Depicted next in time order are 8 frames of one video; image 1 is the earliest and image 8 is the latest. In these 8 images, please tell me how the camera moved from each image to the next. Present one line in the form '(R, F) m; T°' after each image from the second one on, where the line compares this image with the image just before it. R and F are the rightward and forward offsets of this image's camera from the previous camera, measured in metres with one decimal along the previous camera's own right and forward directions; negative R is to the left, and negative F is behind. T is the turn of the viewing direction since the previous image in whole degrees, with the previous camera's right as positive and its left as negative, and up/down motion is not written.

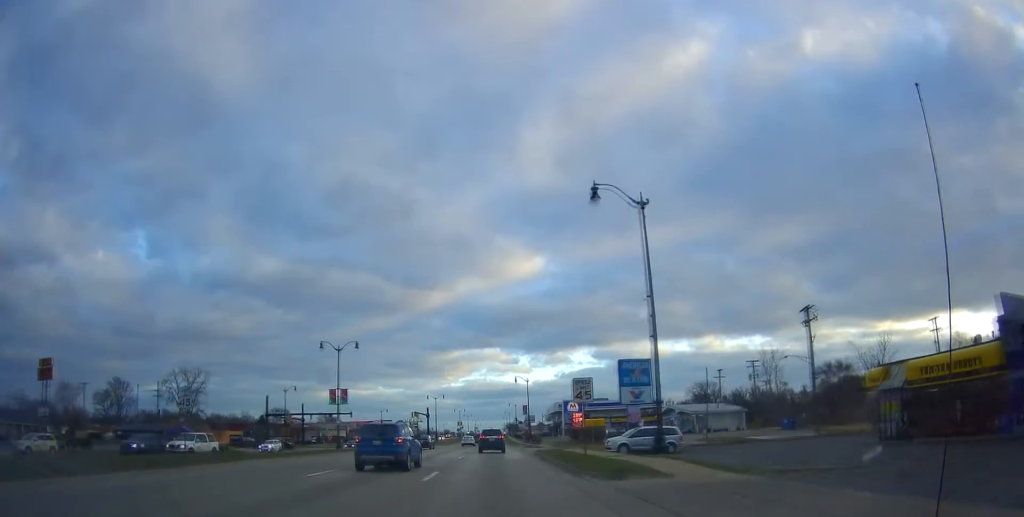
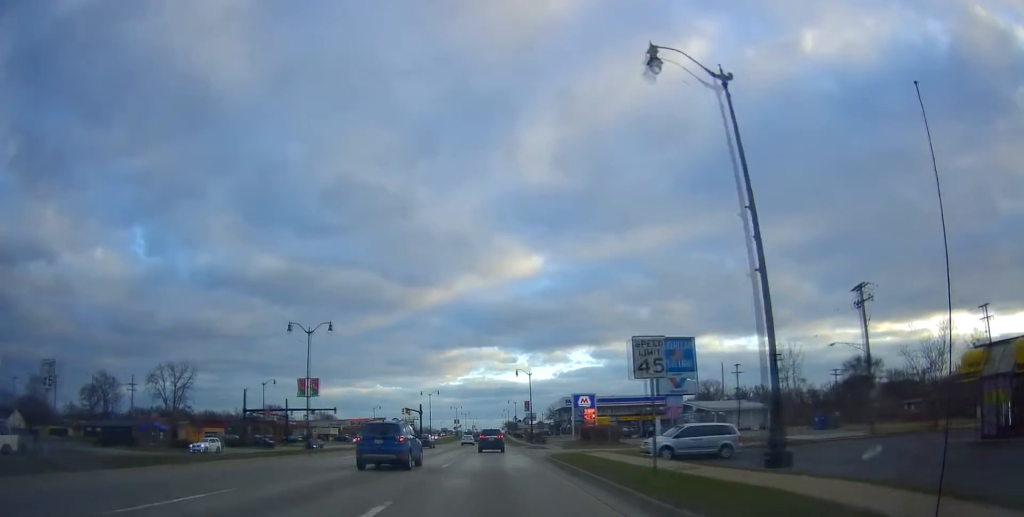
(-0.5, +9.7) m; 0°
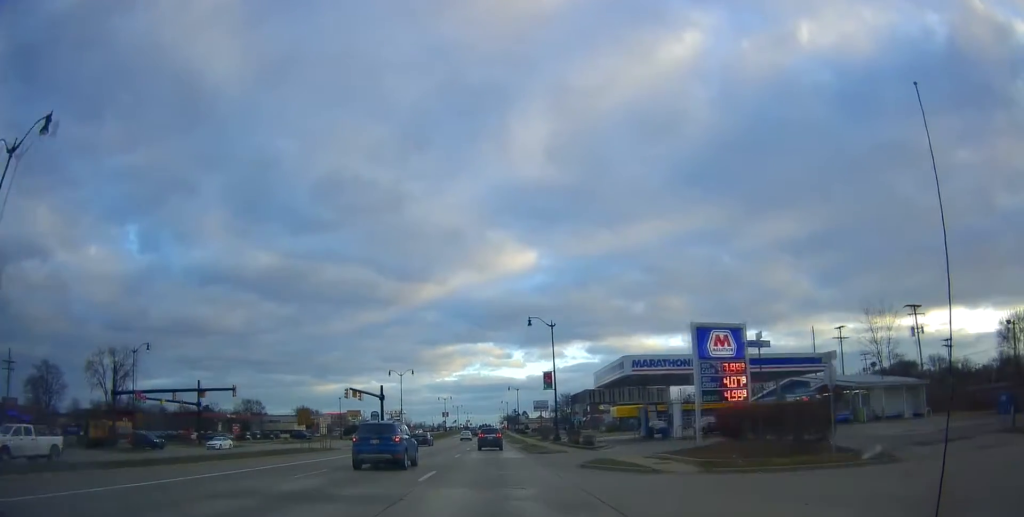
(+1.4, +37.1) m; +2°
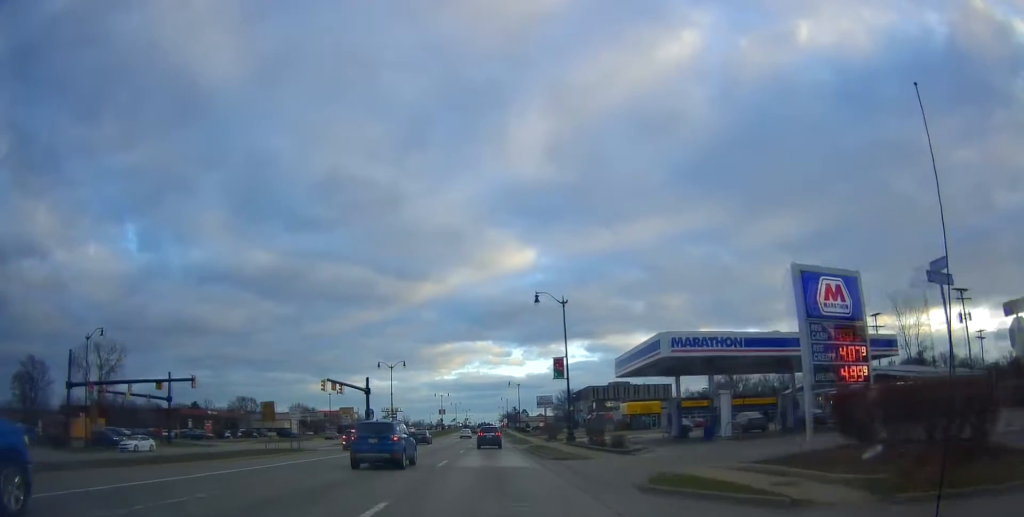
(-0.2, +8.6) m; 0°
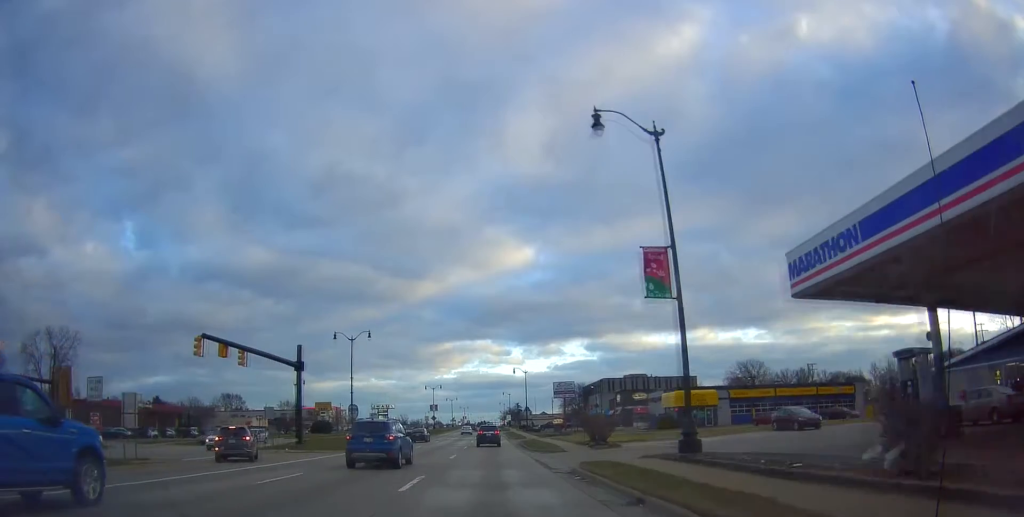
(+0.1, +25.1) m; -1°
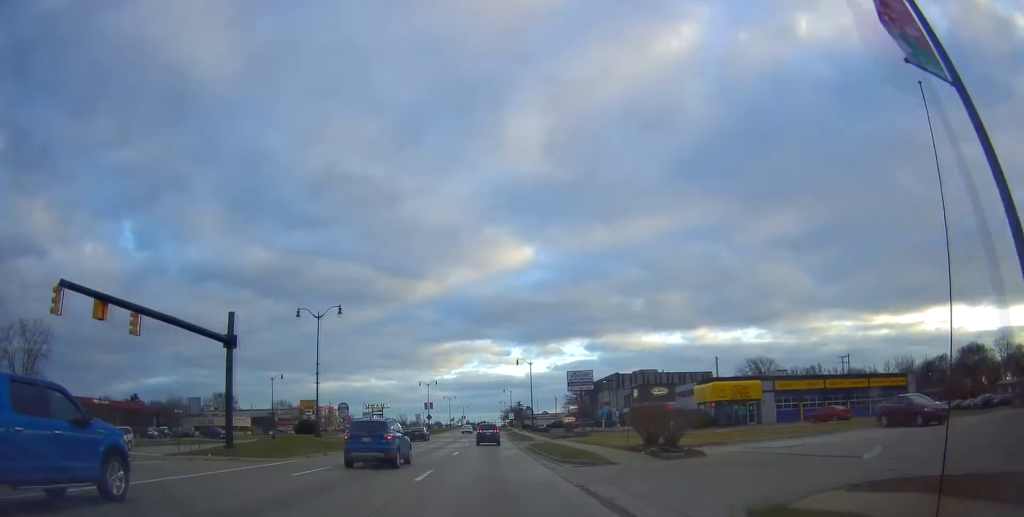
(-0.4, +12.5) m; 0°
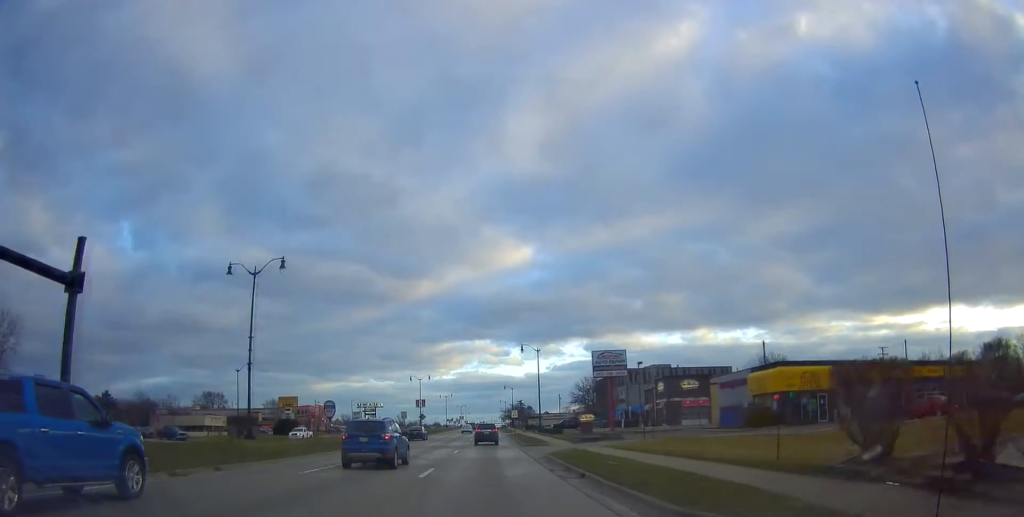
(-0.1, +14.2) m; 0°
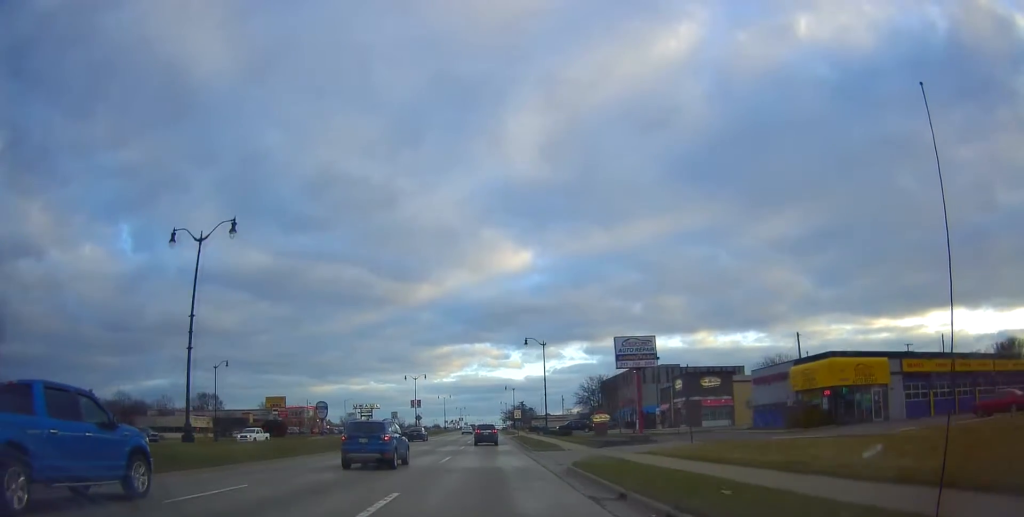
(+0.3, +7.7) m; 0°
